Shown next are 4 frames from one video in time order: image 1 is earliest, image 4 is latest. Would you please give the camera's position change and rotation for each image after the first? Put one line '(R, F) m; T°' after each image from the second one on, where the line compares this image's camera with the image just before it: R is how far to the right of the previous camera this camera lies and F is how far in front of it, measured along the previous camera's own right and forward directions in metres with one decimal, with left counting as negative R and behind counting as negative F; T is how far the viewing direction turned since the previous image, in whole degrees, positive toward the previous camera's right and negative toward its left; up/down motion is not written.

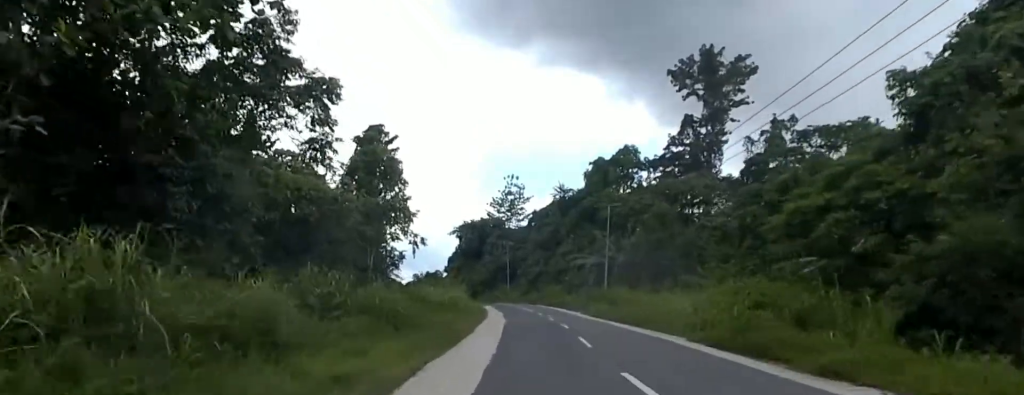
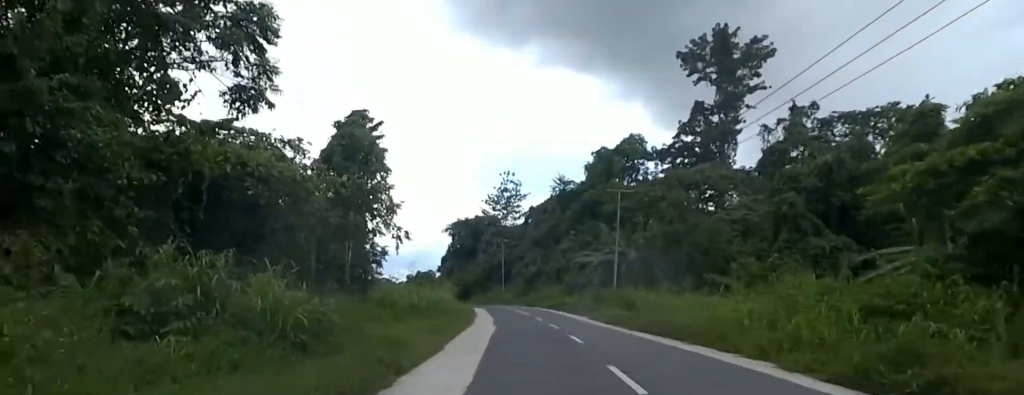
(-0.1, +7.2) m; 0°
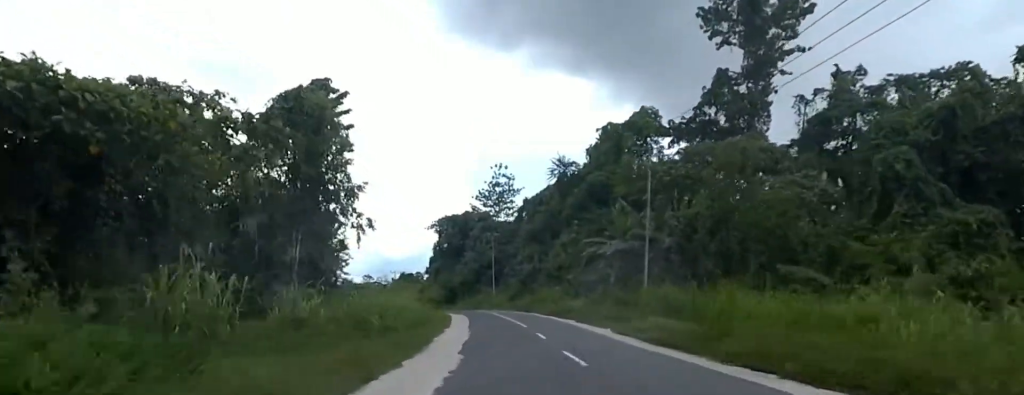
(-0.3, +12.5) m; 0°
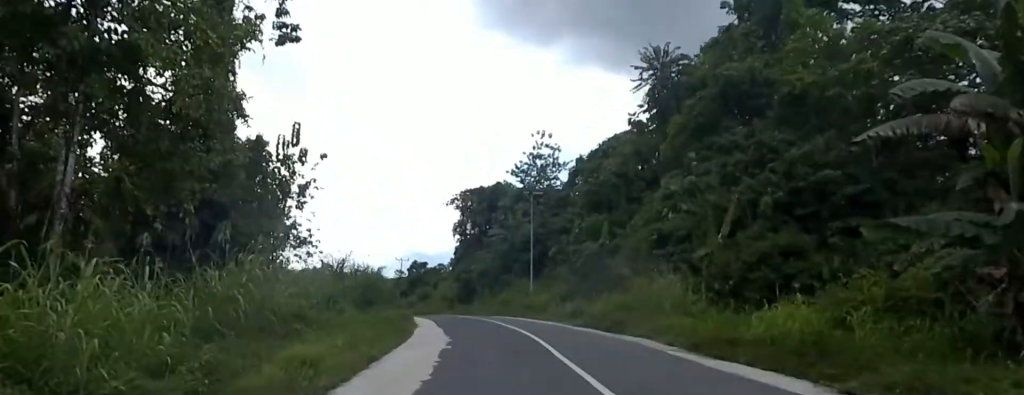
(-1.3, +29.1) m; -1°
